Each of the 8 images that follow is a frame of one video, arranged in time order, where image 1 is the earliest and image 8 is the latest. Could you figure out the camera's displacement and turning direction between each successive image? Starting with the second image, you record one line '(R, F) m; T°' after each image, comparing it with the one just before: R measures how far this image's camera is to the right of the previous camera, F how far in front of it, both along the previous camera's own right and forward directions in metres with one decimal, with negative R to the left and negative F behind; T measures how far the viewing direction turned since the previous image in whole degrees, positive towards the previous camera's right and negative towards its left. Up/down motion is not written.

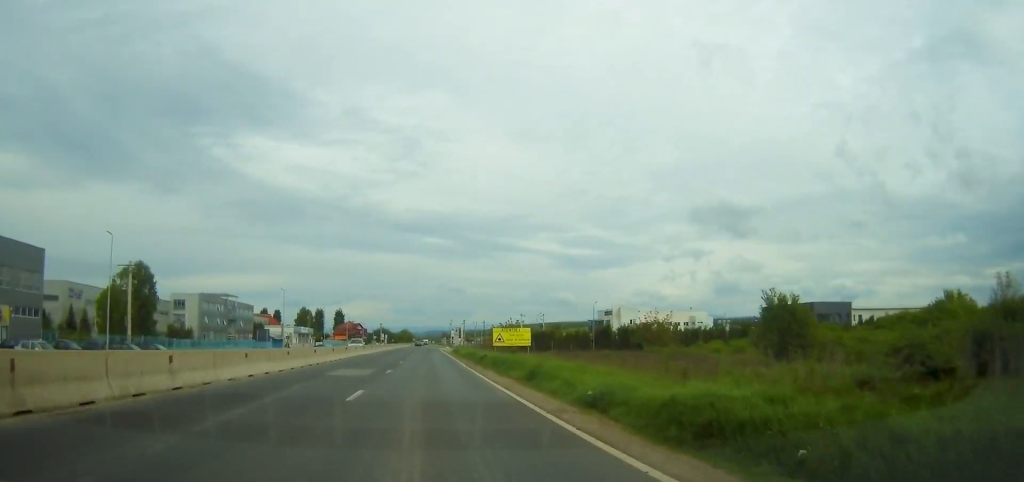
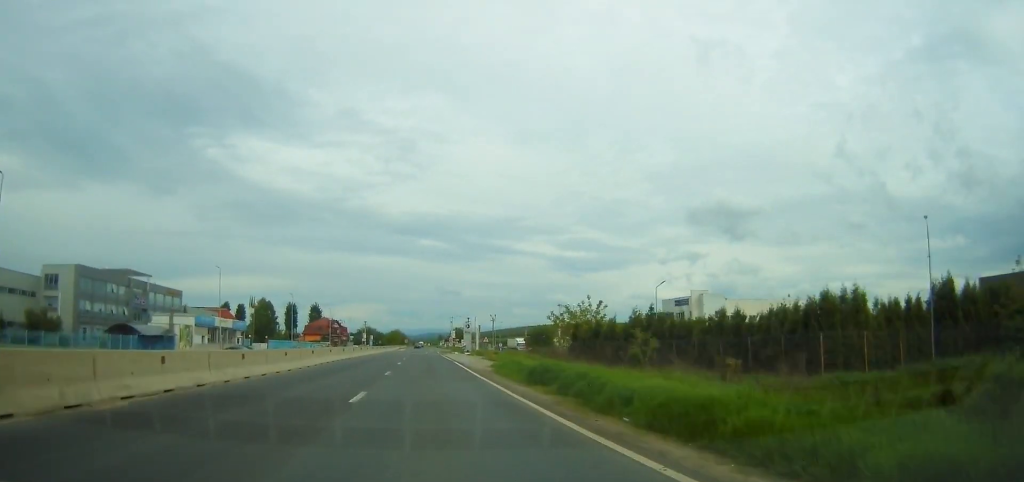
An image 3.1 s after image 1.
(+0.7, +61.2) m; +1°
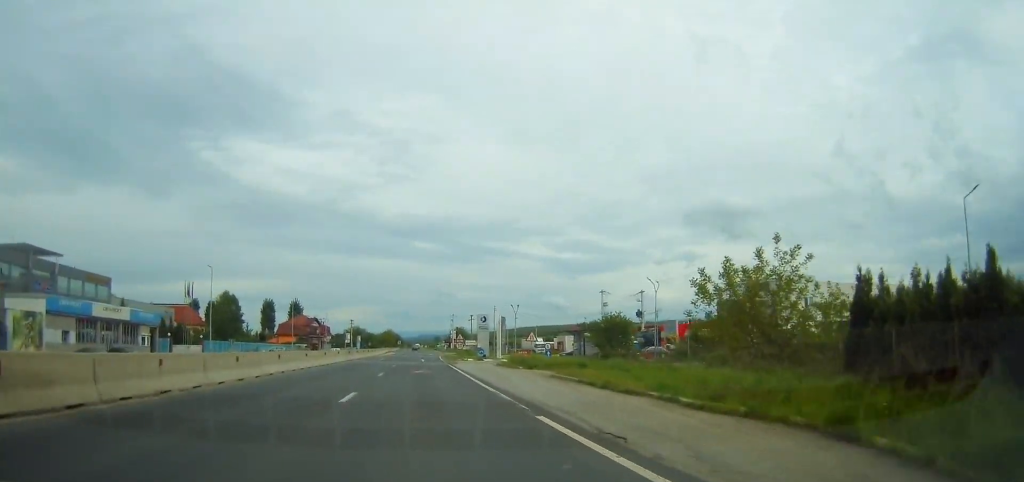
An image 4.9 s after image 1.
(-0.3, +35.9) m; -1°
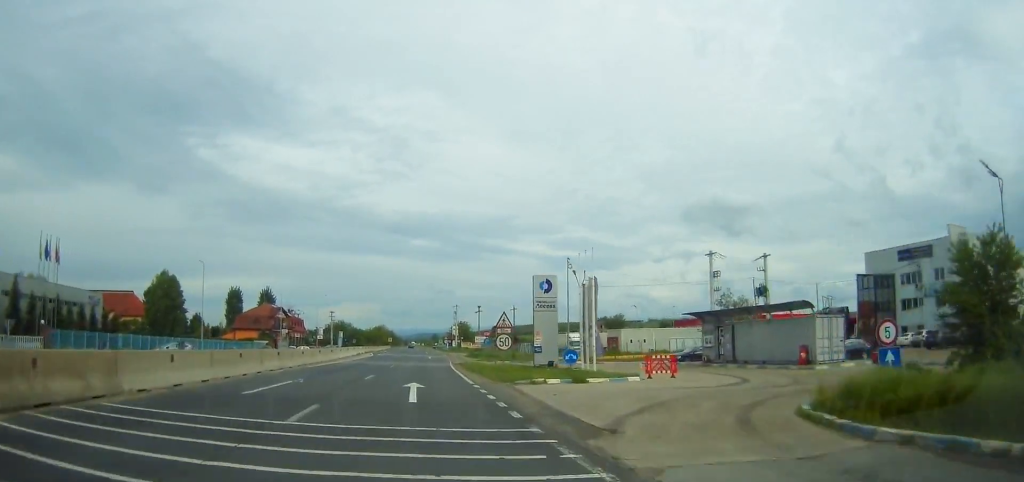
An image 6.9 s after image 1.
(-0.2, +40.8) m; 0°
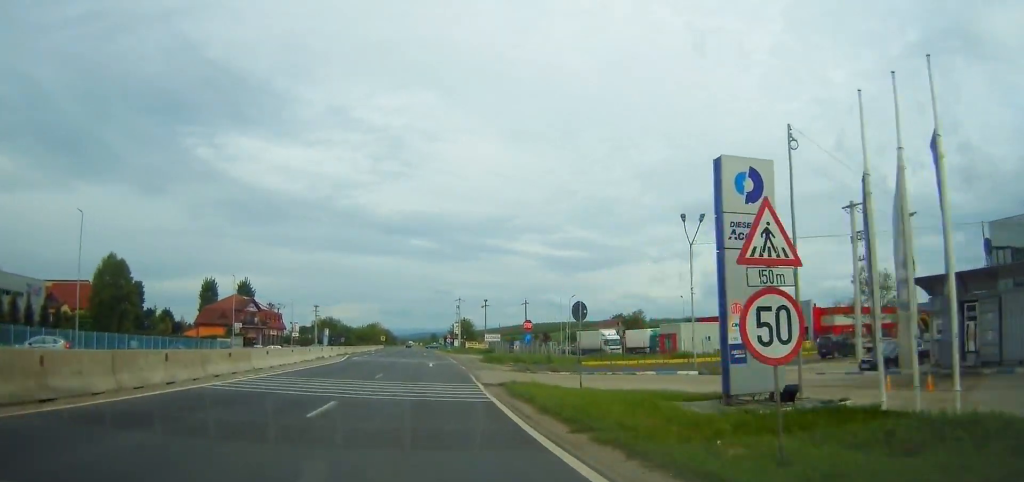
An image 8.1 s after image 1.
(+0.2, +23.4) m; 0°
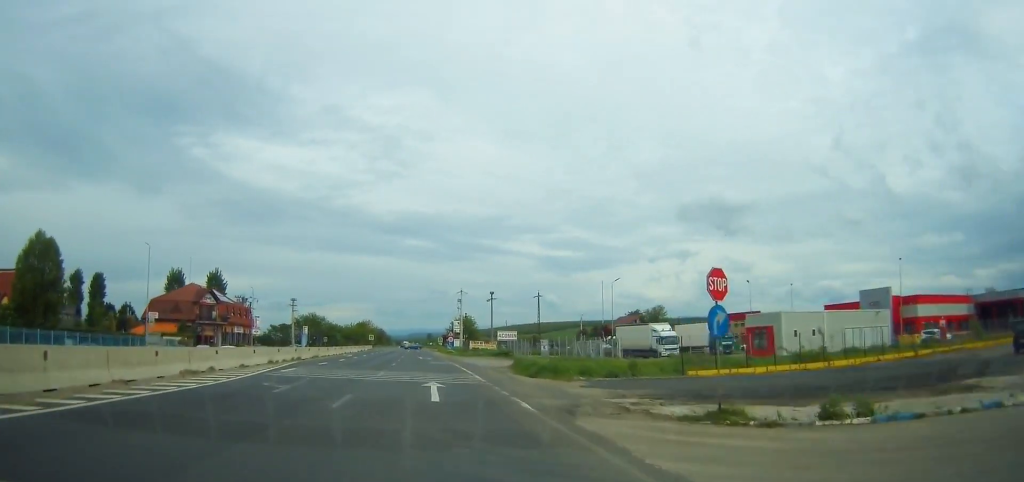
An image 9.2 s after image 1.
(+0.3, +22.8) m; 0°
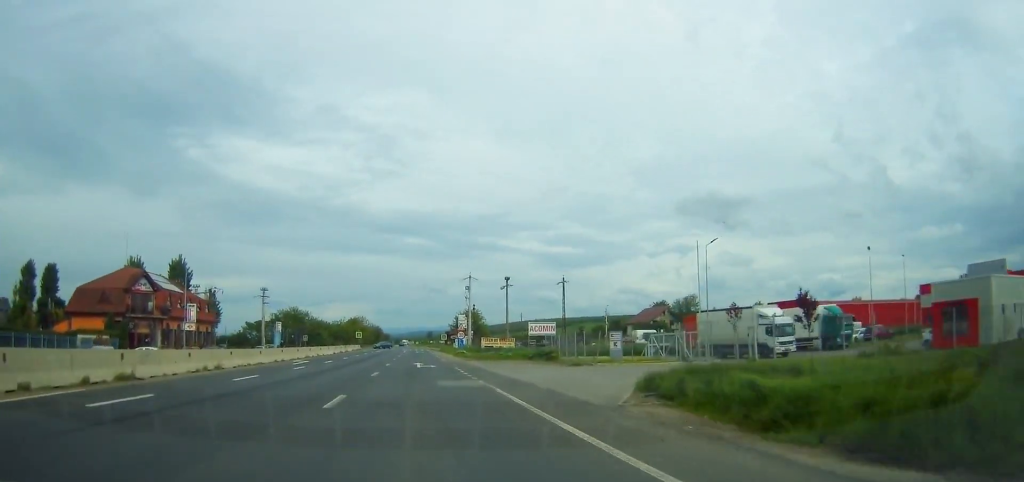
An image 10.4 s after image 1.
(-0.3, +24.1) m; 0°
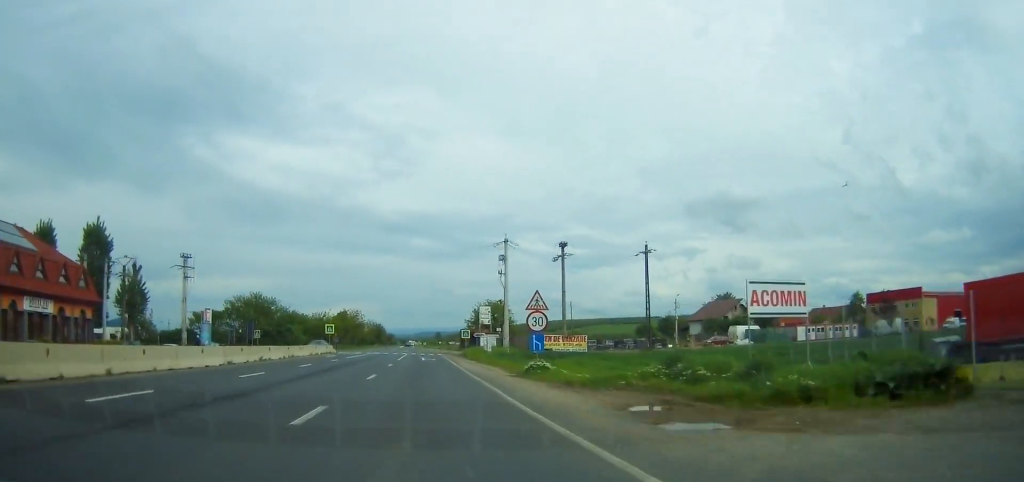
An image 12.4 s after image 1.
(-0.1, +38.7) m; 0°
